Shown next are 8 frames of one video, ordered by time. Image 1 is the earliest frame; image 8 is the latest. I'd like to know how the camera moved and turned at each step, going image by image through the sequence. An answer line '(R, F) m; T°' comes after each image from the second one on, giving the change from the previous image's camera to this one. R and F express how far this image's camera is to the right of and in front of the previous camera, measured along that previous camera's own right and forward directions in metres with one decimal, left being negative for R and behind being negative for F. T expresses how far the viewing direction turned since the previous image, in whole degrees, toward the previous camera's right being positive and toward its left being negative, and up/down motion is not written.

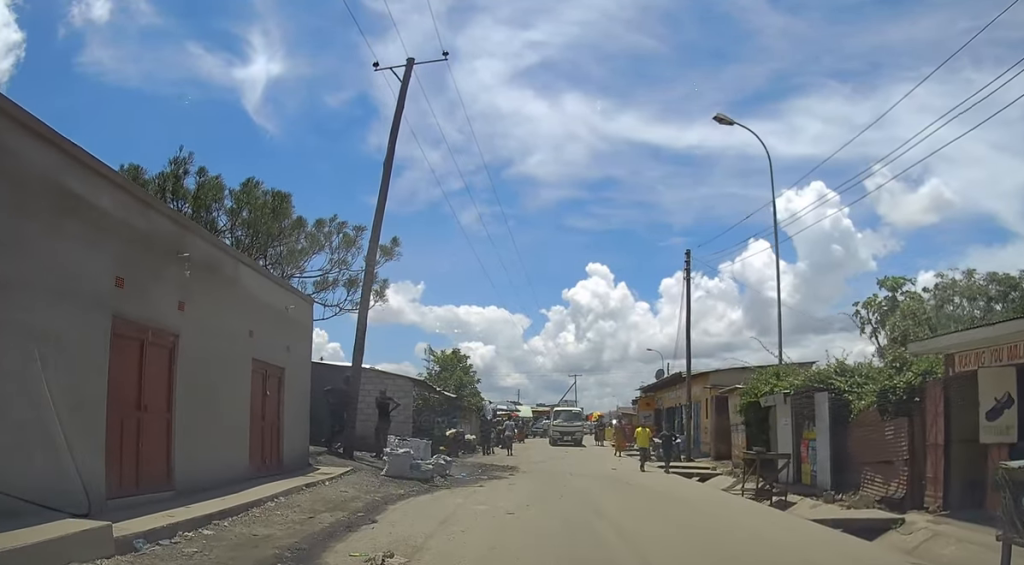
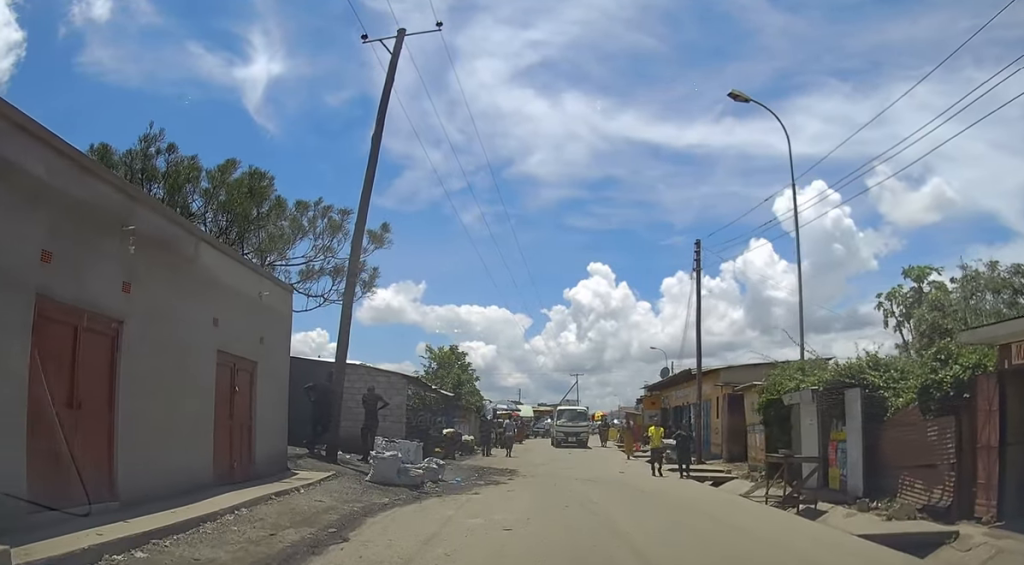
(0.0, +1.5) m; +1°
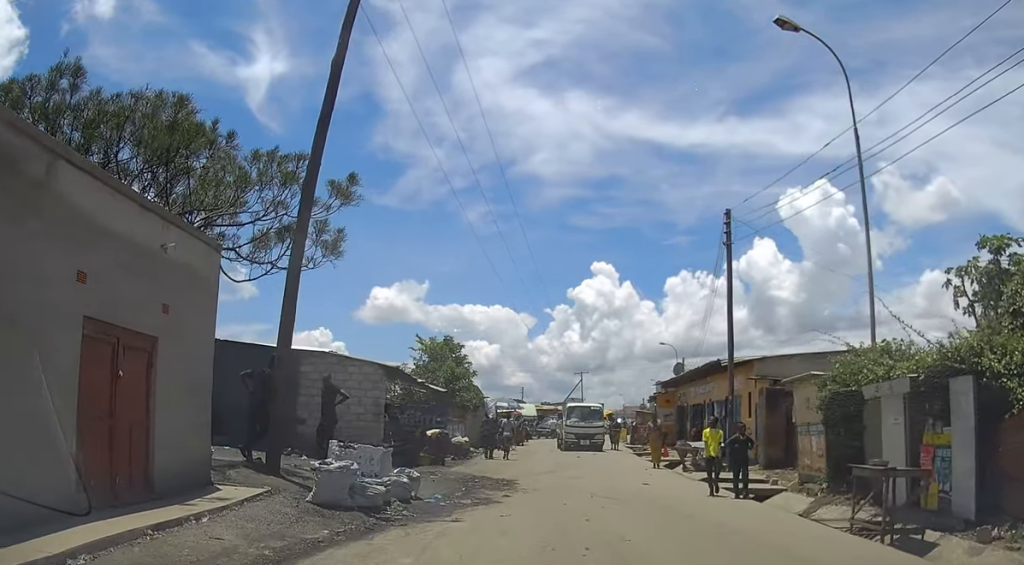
(+0.1, +3.6) m; +1°
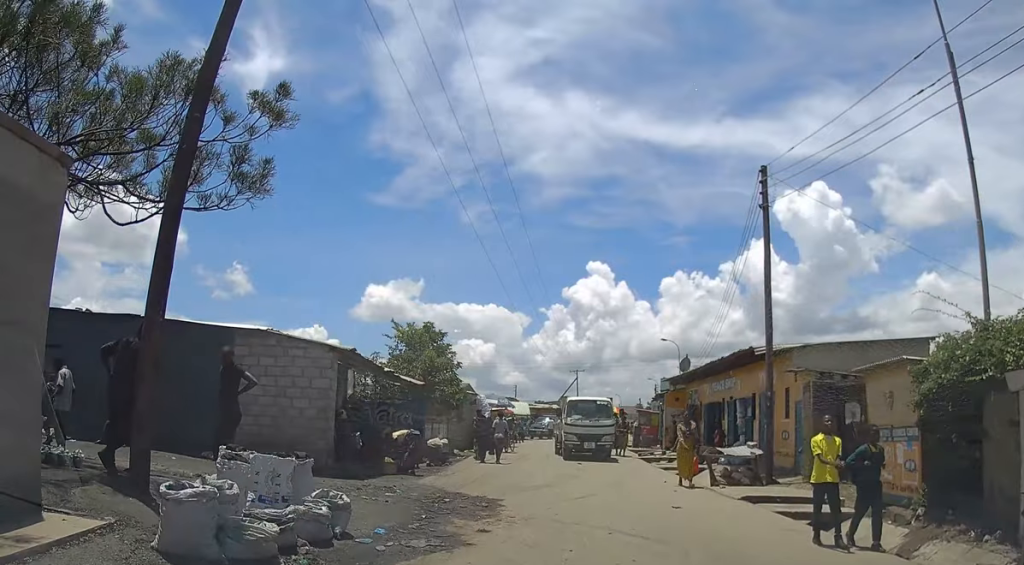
(0.0, +4.0) m; -1°
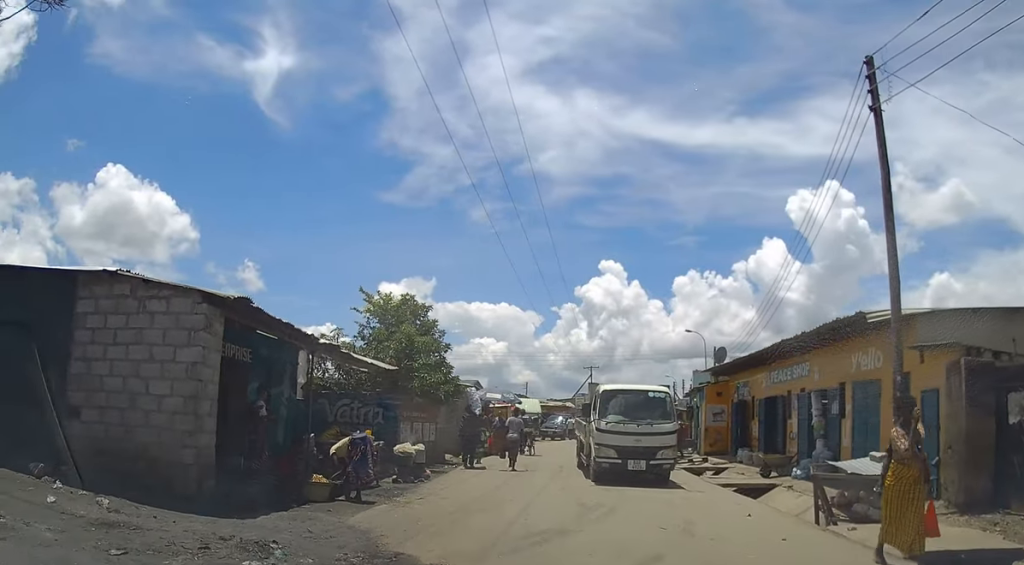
(0.0, +5.9) m; -1°
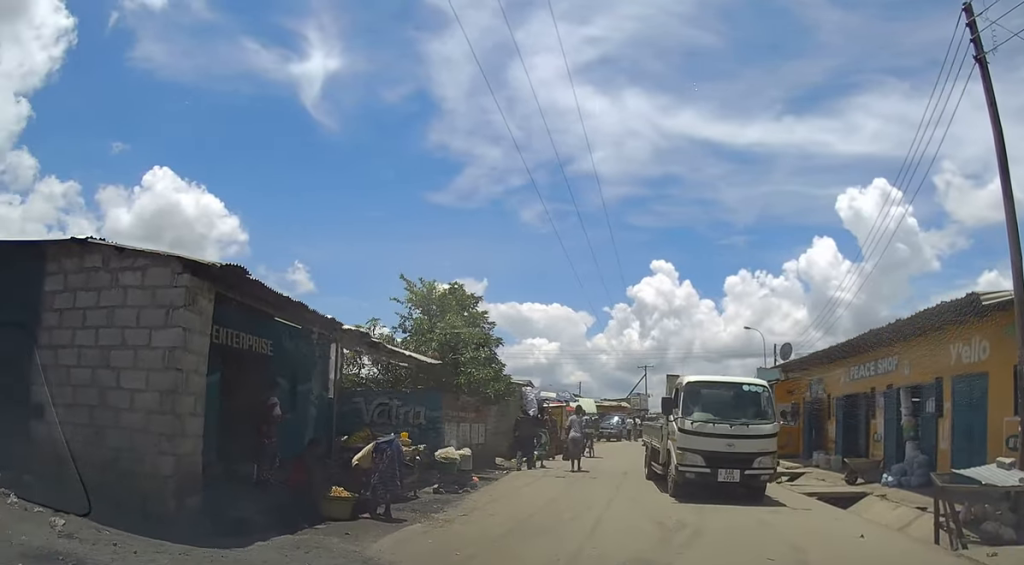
(0.0, +1.9) m; -2°
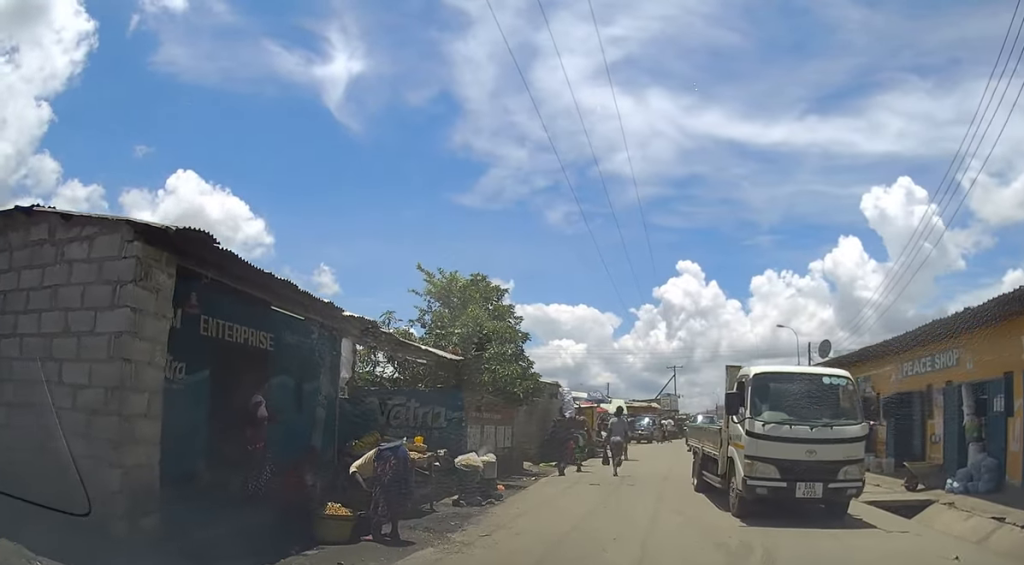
(0.0, +1.5) m; -2°
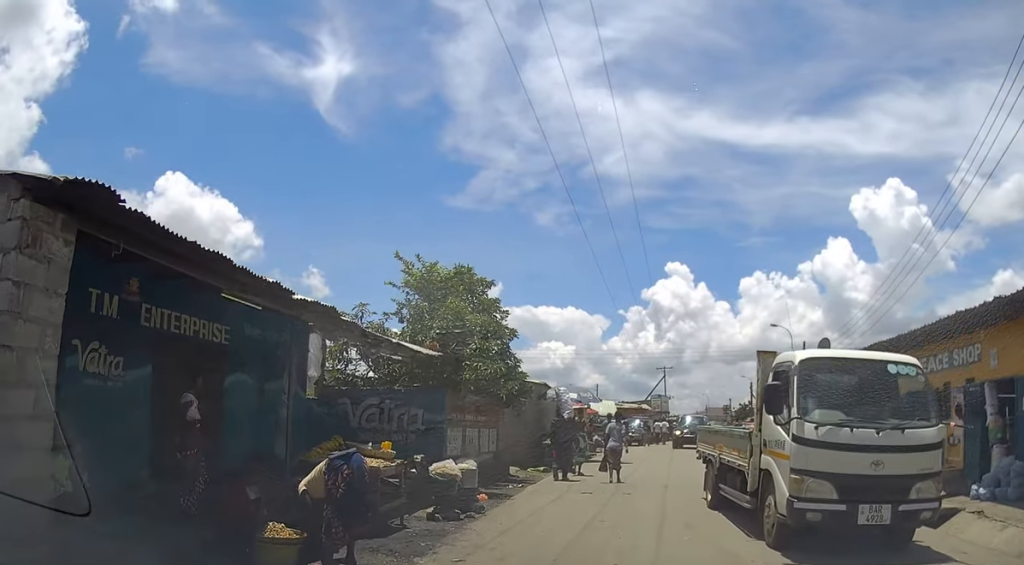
(-0.1, +1.4) m; -2°
